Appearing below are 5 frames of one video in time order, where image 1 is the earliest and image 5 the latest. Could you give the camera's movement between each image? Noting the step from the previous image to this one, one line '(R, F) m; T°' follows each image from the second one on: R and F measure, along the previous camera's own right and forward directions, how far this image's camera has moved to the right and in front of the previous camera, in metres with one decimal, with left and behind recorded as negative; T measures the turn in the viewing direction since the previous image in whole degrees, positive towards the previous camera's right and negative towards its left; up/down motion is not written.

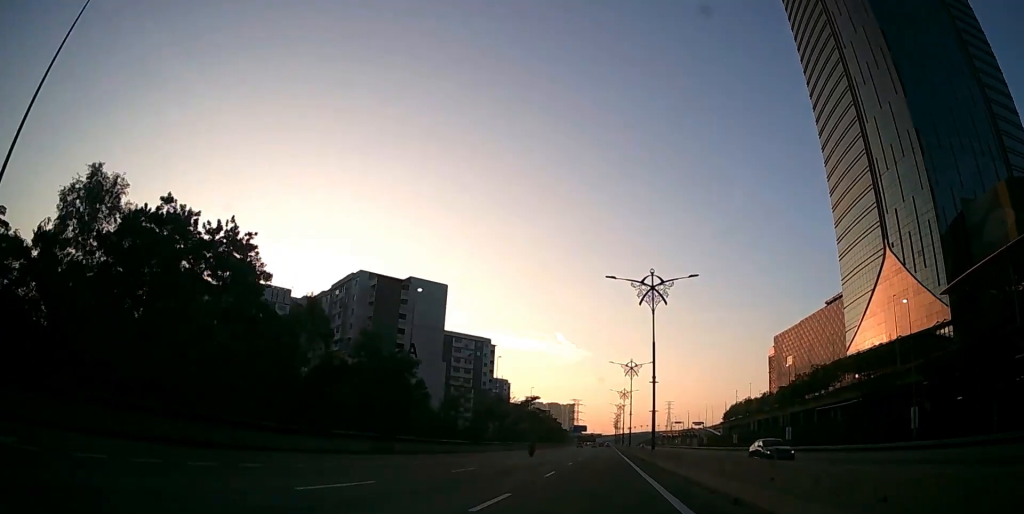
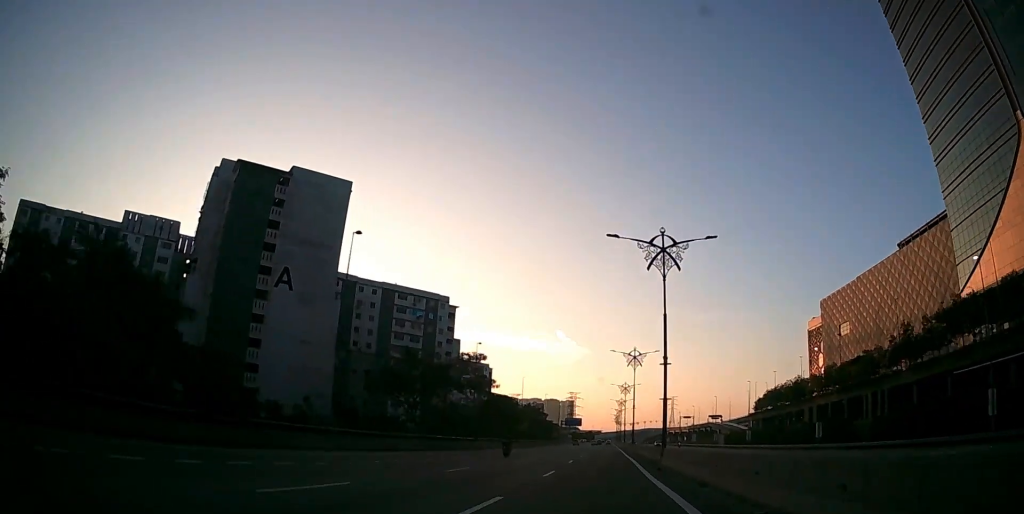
(0.0, +45.8) m; 0°
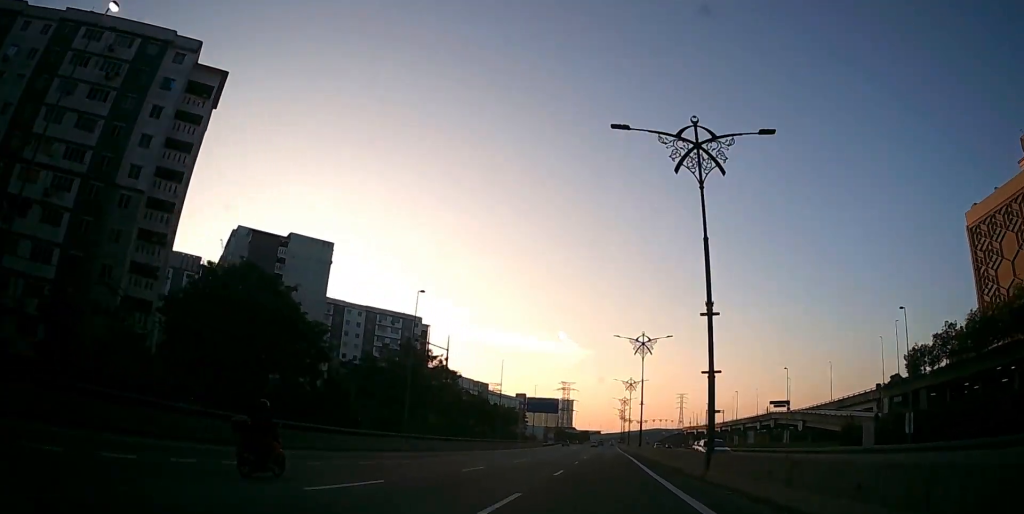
(-0.5, +92.3) m; -1°
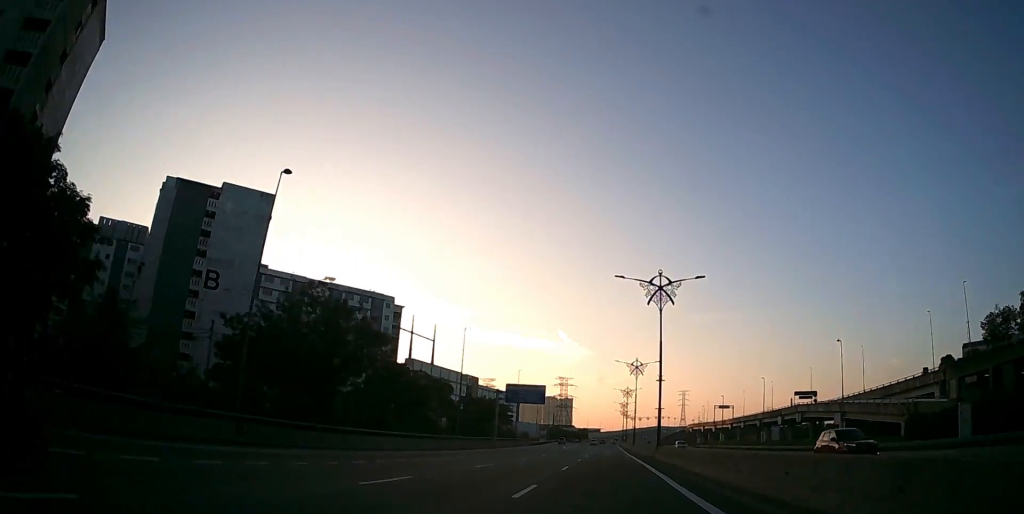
(0.0, +20.6) m; 0°
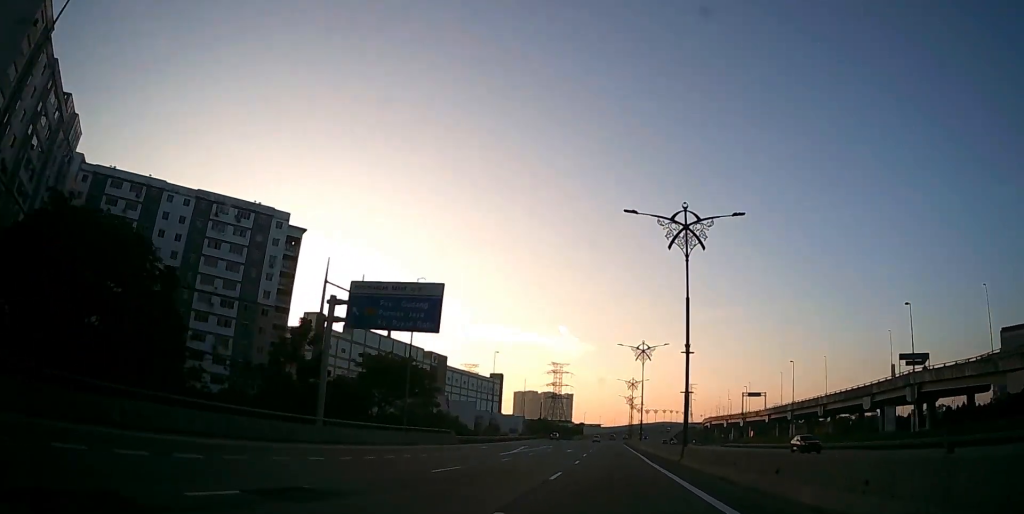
(0.0, +50.1) m; 0°
